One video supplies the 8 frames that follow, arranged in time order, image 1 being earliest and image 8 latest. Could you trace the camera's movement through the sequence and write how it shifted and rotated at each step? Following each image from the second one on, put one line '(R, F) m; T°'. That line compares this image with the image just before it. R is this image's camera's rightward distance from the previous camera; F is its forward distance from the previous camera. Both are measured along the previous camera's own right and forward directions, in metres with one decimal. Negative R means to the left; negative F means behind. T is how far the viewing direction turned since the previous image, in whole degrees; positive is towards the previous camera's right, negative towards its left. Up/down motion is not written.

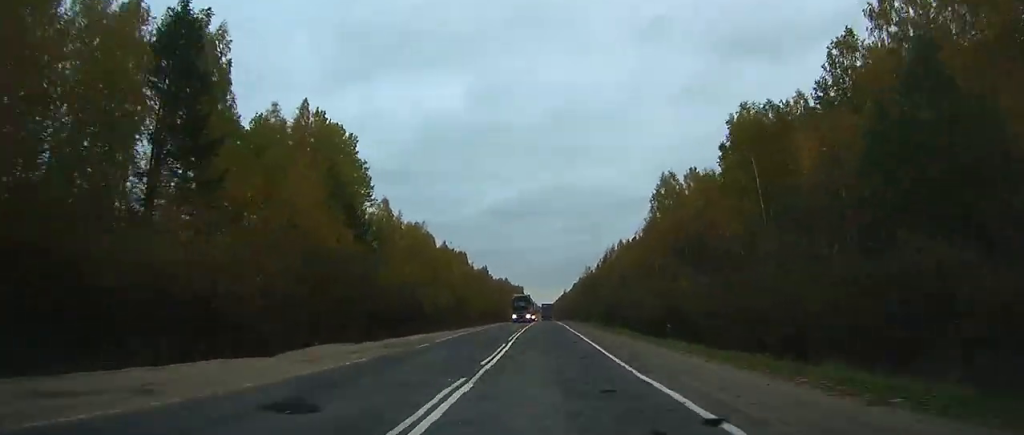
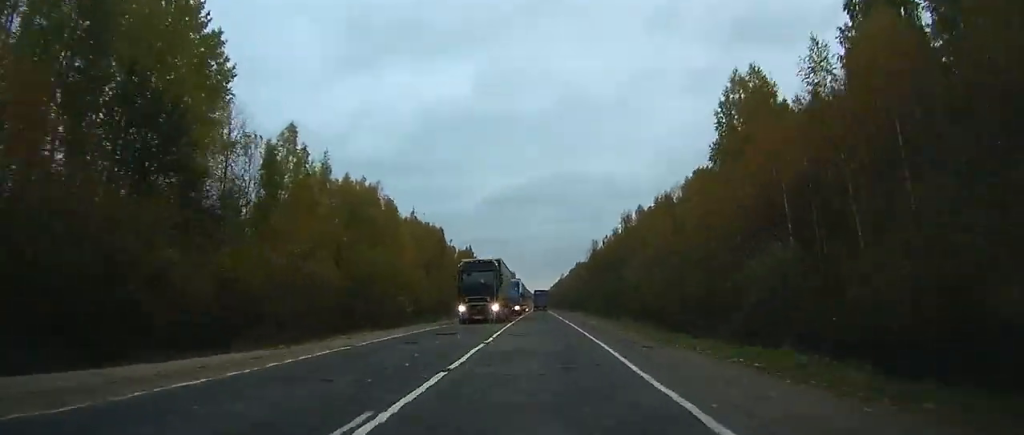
(+0.1, +35.4) m; 0°
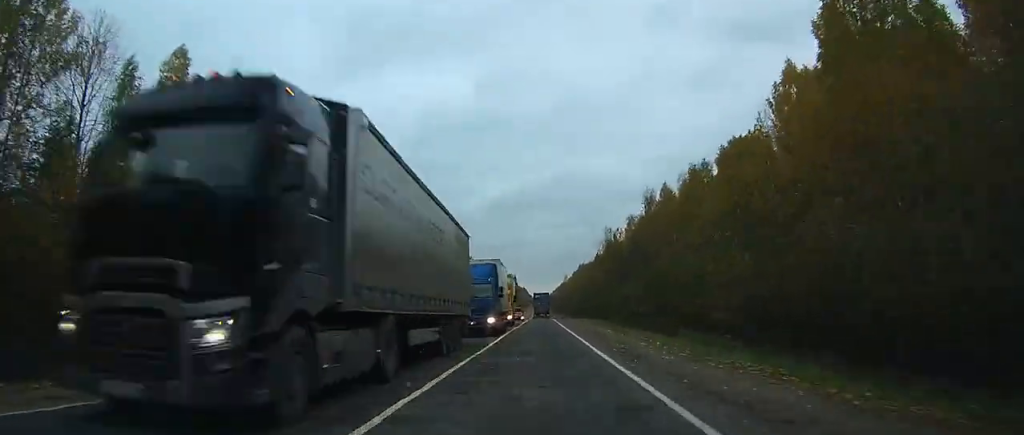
(+0.1, +22.3) m; 0°
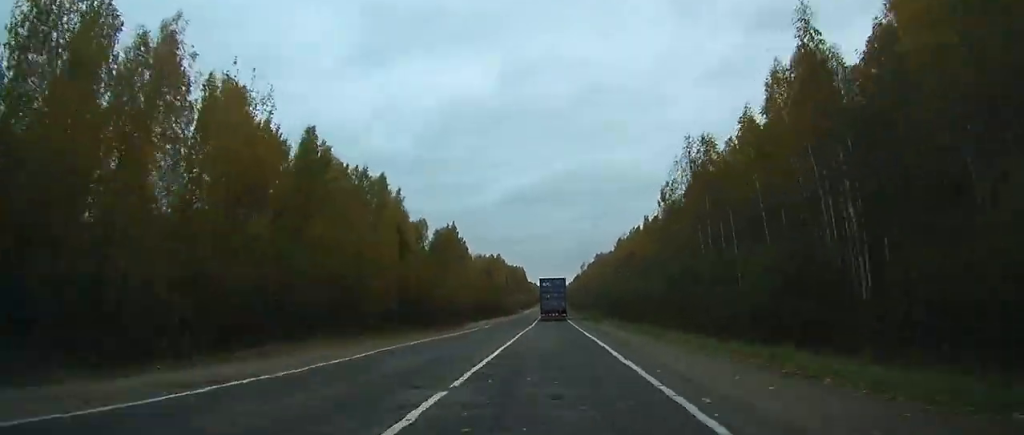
(-0.5, +45.8) m; -1°
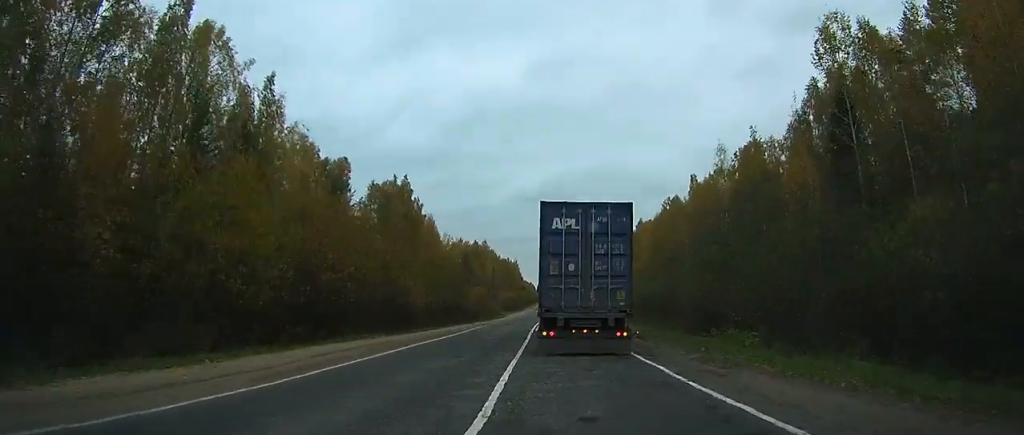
(-0.9, +55.0) m; -2°
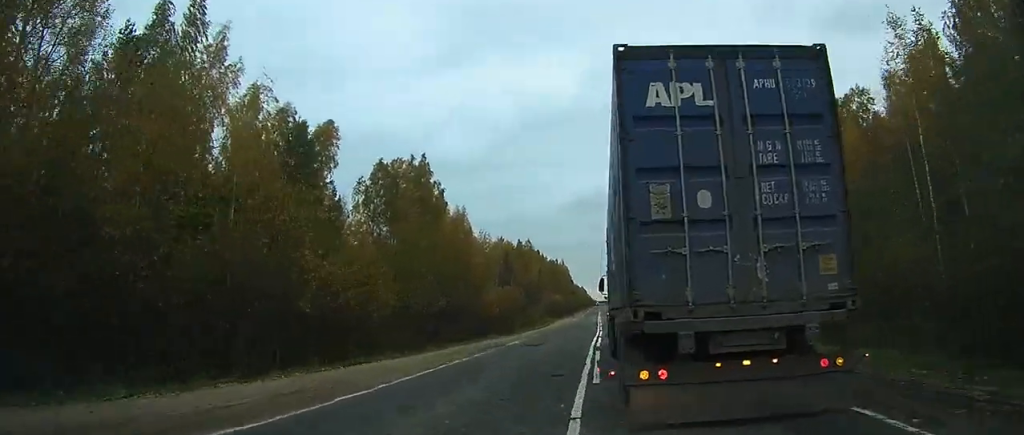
(-0.3, +25.2) m; 0°
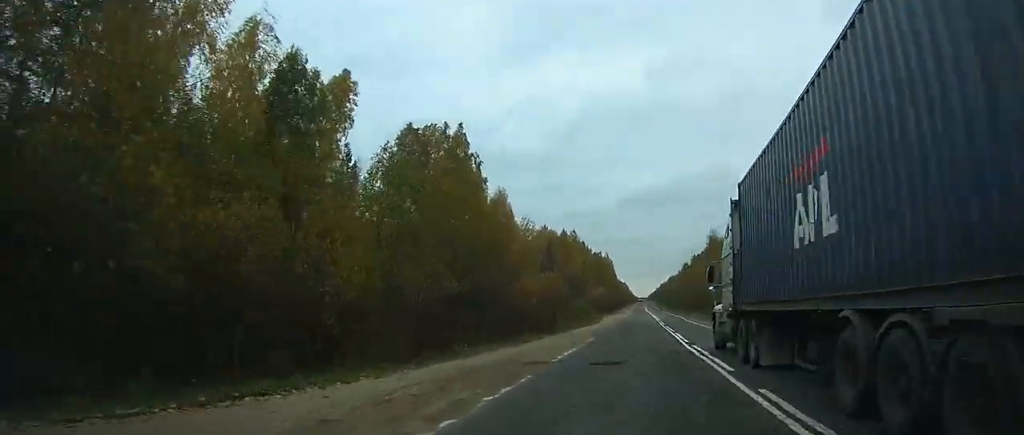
(-0.1, +12.5) m; +2°
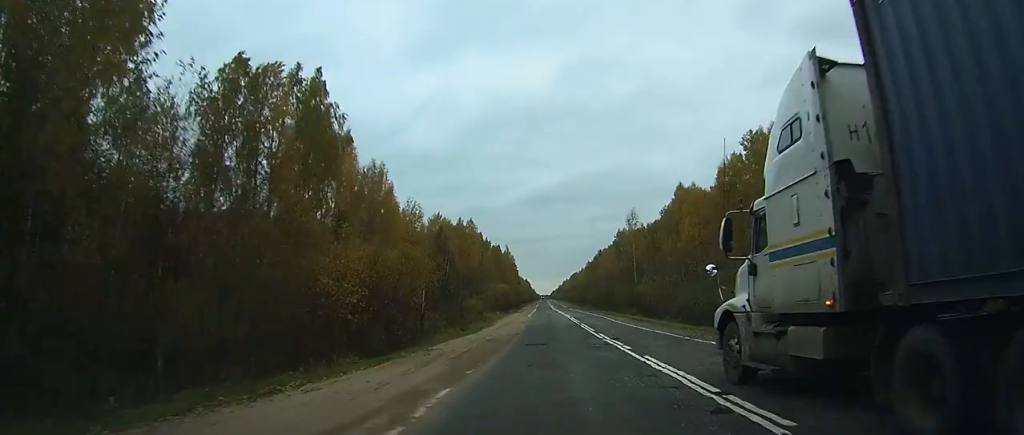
(+0.8, +17.6) m; +4°
